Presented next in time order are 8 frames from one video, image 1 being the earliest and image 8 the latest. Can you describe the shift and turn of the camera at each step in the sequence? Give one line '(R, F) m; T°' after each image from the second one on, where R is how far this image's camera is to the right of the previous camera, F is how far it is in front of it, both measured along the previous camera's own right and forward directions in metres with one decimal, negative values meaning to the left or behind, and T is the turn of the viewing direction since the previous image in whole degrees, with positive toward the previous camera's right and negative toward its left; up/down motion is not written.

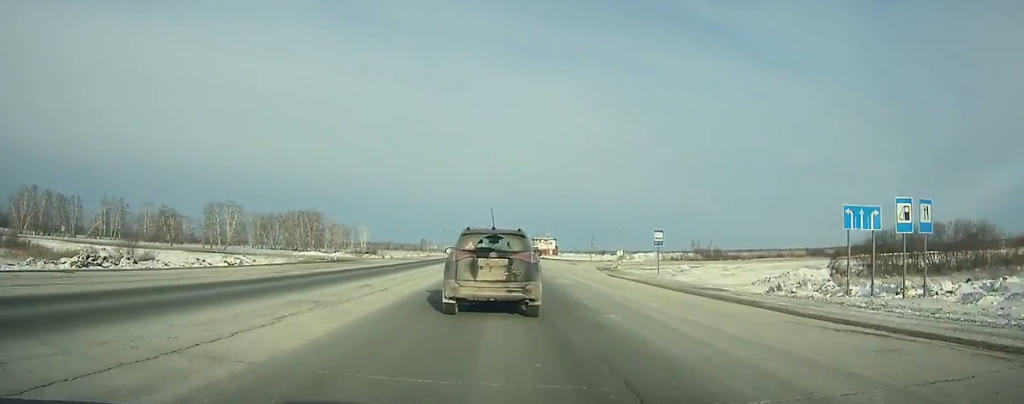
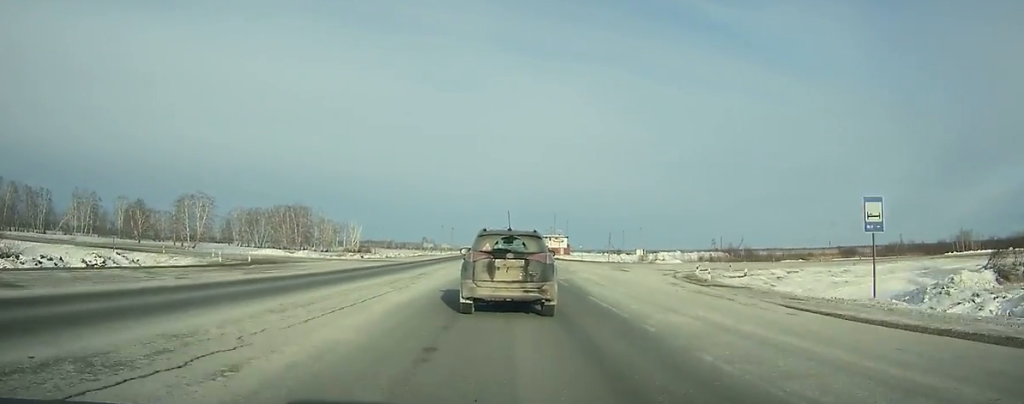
(-0.1, +25.2) m; 0°
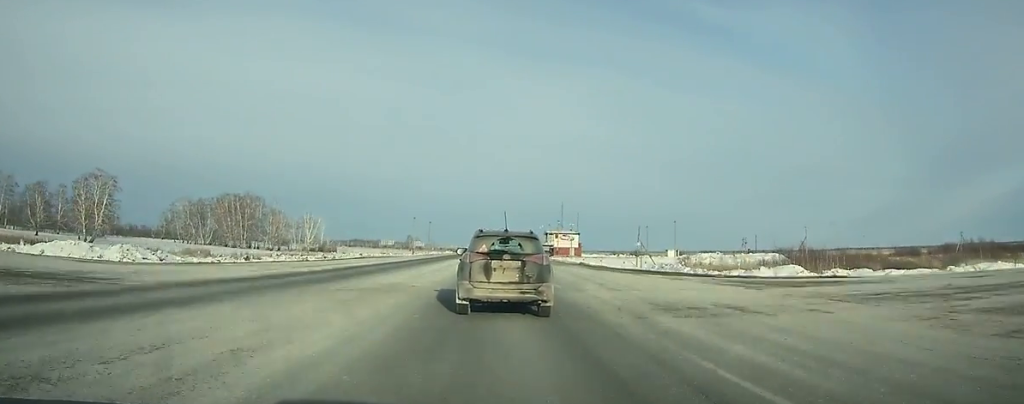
(+0.2, +46.0) m; 0°
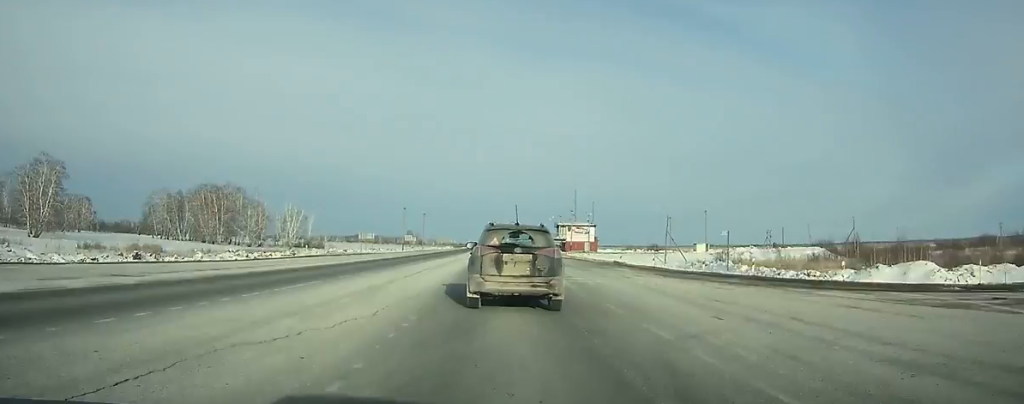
(0.0, +20.8) m; 0°
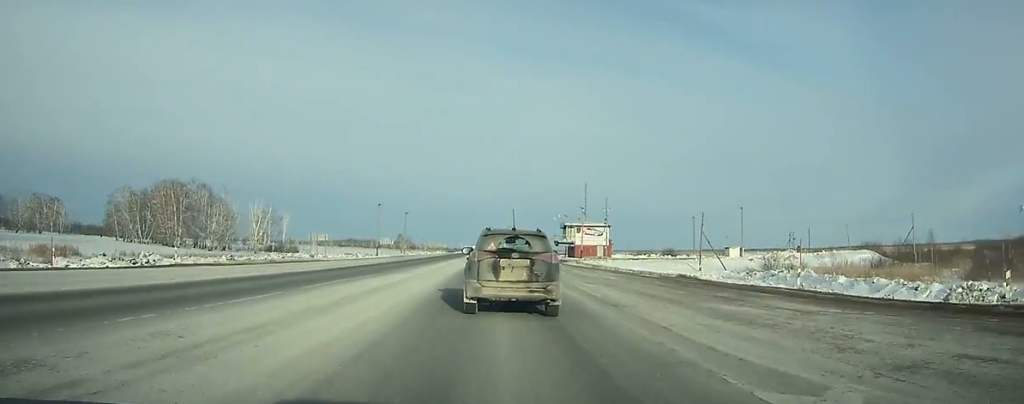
(0.0, +22.2) m; 0°
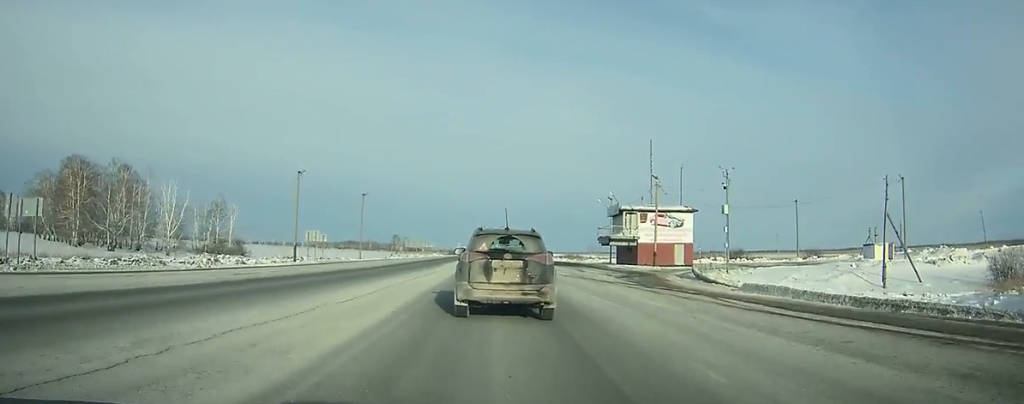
(0.0, +44.8) m; 0°
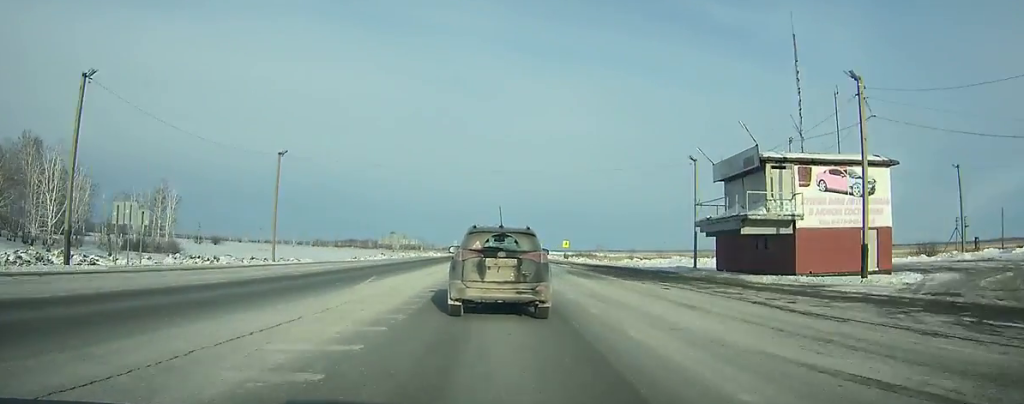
(-0.2, +33.3) m; -1°
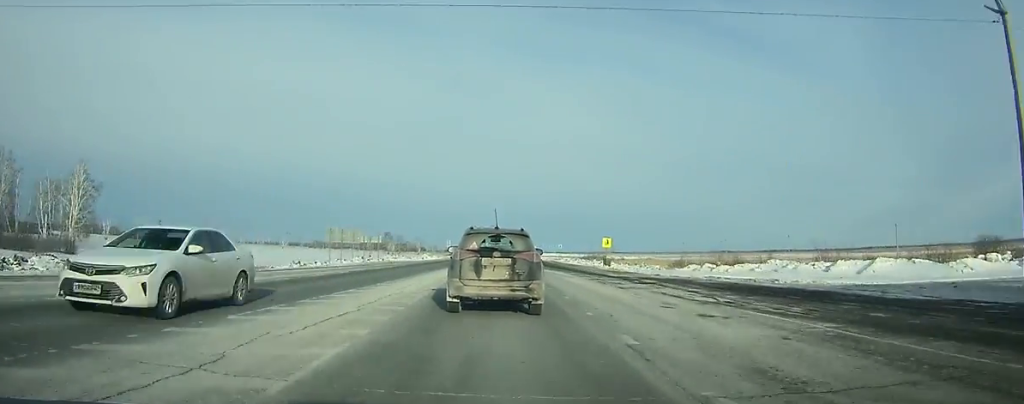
(-0.2, +33.9) m; 0°
